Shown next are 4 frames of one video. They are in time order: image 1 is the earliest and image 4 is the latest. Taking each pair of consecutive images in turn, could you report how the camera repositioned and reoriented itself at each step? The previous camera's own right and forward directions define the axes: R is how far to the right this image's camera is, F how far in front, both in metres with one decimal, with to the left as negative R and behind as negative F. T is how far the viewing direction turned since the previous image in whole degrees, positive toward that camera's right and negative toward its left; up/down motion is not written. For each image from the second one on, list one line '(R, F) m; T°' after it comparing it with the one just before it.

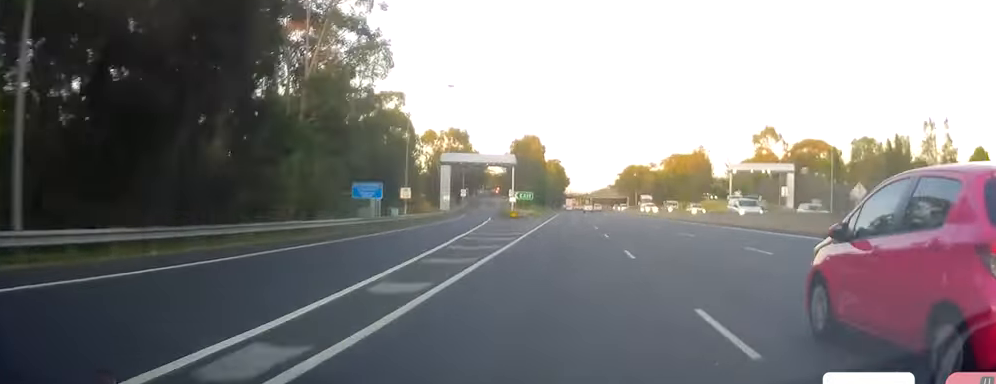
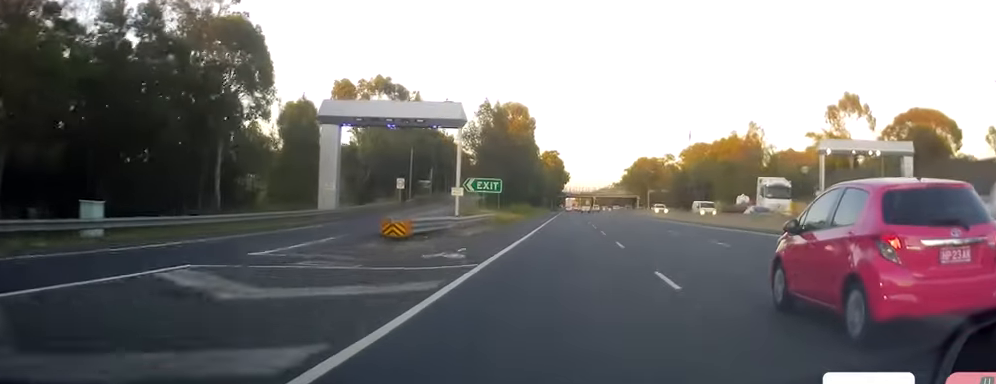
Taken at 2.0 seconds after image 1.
(0.0, +54.2) m; +1°
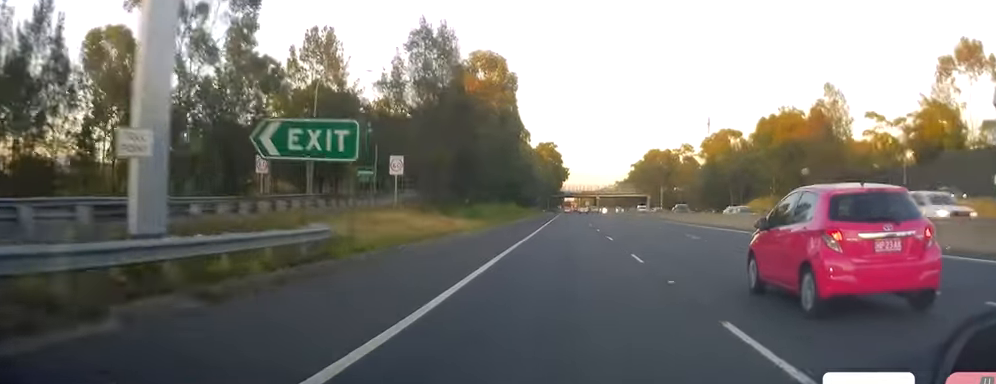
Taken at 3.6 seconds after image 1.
(-0.1, +42.2) m; 0°
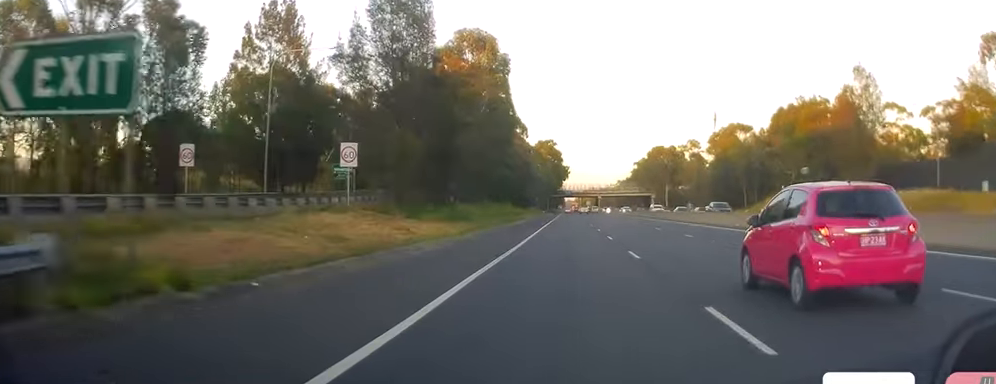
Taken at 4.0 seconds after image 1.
(-0.1, +10.7) m; 0°
